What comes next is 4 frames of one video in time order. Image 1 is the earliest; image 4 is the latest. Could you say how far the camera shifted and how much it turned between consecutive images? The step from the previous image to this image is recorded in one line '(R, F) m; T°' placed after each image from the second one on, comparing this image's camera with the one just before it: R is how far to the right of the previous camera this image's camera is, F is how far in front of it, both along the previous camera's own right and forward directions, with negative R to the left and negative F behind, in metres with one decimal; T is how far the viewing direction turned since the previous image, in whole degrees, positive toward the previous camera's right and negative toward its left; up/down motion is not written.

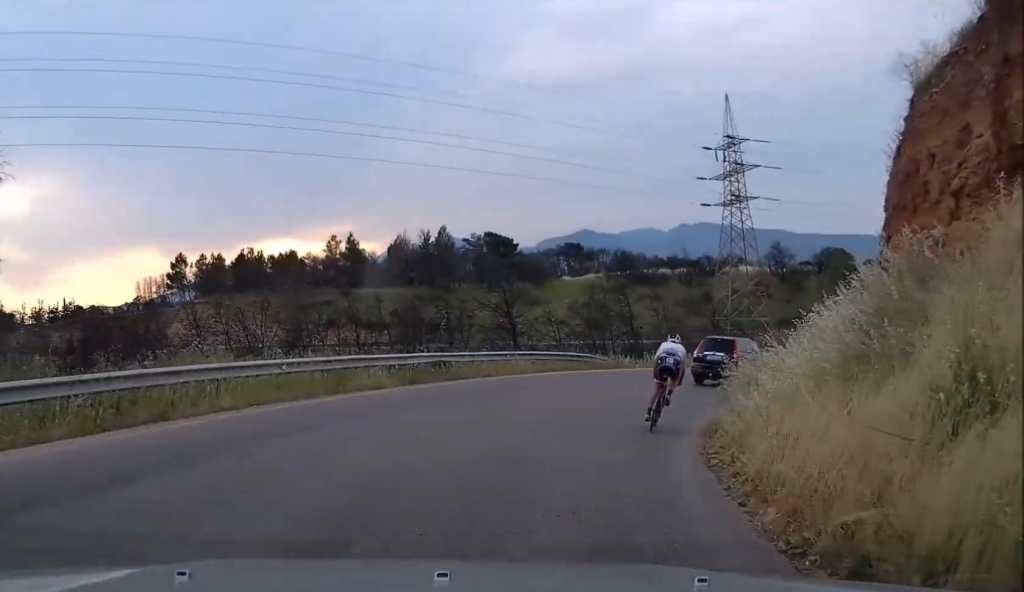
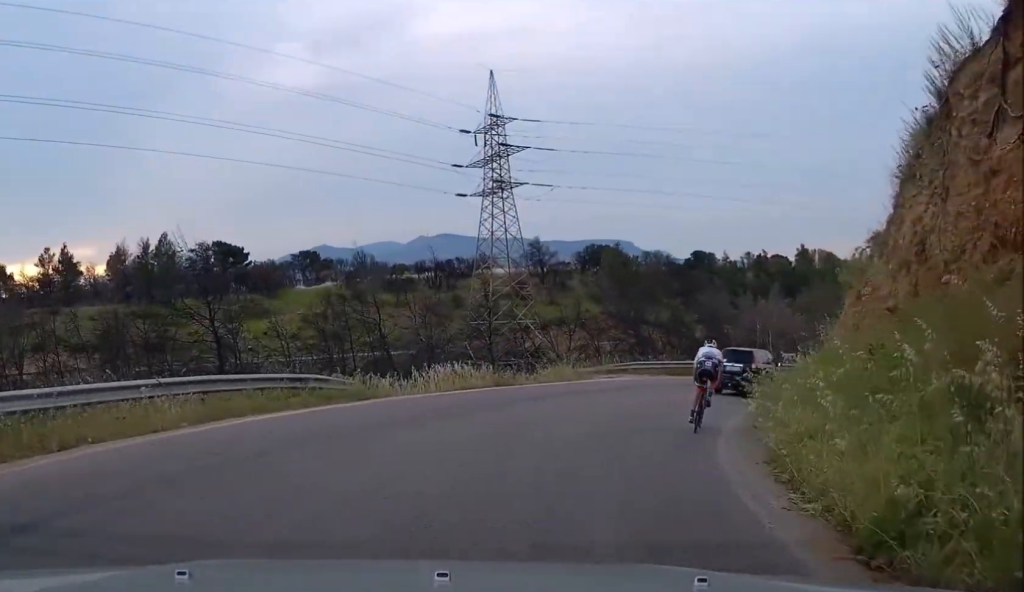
(+2.6, +14.3) m; +22°
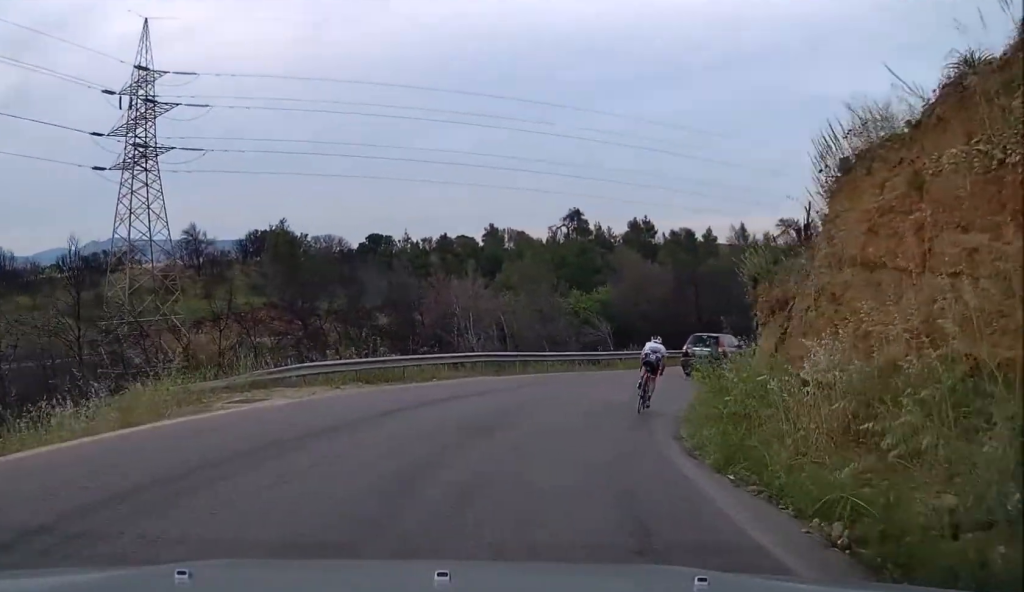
(+3.5, +15.8) m; +25°
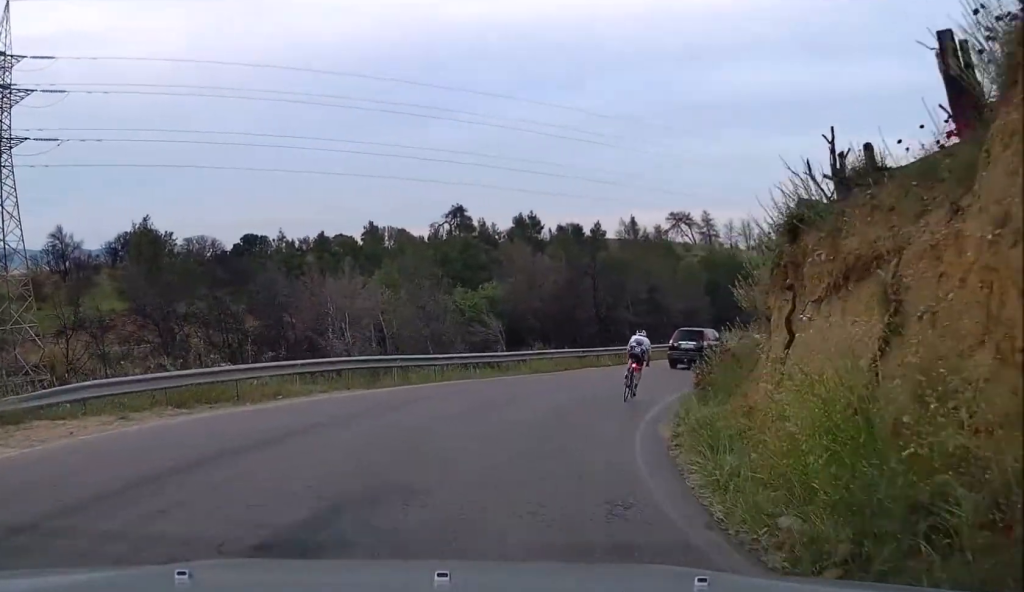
(+0.5, +5.8) m; +8°
